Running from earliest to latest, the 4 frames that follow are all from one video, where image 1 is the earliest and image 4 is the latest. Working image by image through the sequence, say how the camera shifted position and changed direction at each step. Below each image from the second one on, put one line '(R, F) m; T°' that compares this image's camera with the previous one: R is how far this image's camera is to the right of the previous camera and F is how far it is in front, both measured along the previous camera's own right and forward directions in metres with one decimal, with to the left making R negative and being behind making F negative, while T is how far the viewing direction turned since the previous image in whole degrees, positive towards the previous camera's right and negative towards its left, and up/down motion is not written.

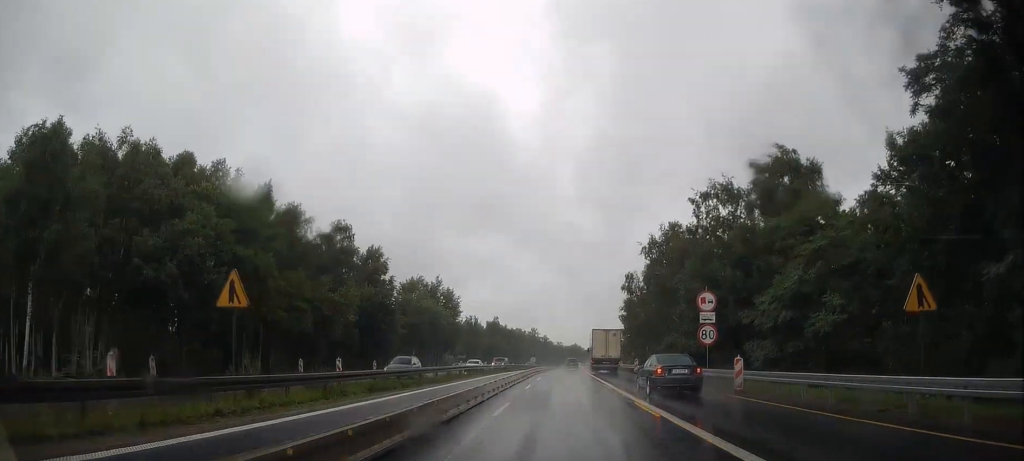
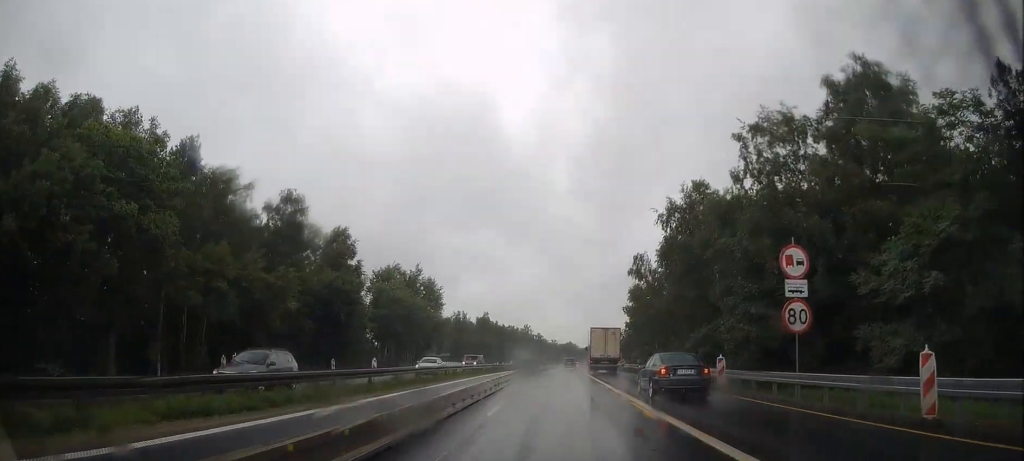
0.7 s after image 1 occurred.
(+0.1, +12.1) m; 0°
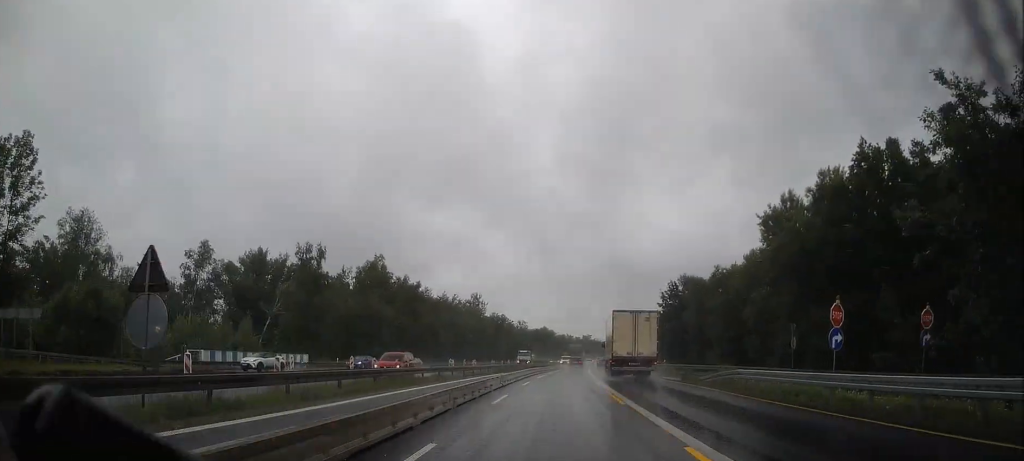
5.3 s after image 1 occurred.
(+2.4, +92.4) m; +3°
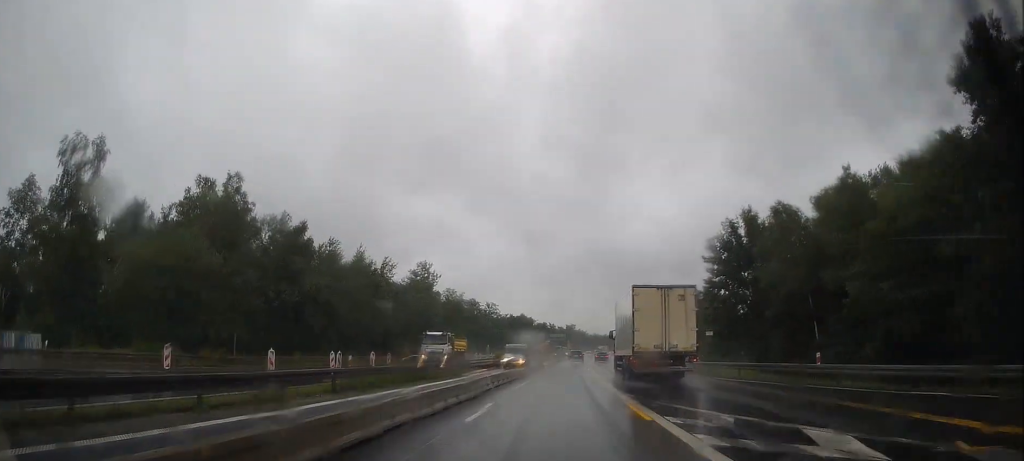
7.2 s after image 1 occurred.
(+0.5, +40.0) m; +2°
